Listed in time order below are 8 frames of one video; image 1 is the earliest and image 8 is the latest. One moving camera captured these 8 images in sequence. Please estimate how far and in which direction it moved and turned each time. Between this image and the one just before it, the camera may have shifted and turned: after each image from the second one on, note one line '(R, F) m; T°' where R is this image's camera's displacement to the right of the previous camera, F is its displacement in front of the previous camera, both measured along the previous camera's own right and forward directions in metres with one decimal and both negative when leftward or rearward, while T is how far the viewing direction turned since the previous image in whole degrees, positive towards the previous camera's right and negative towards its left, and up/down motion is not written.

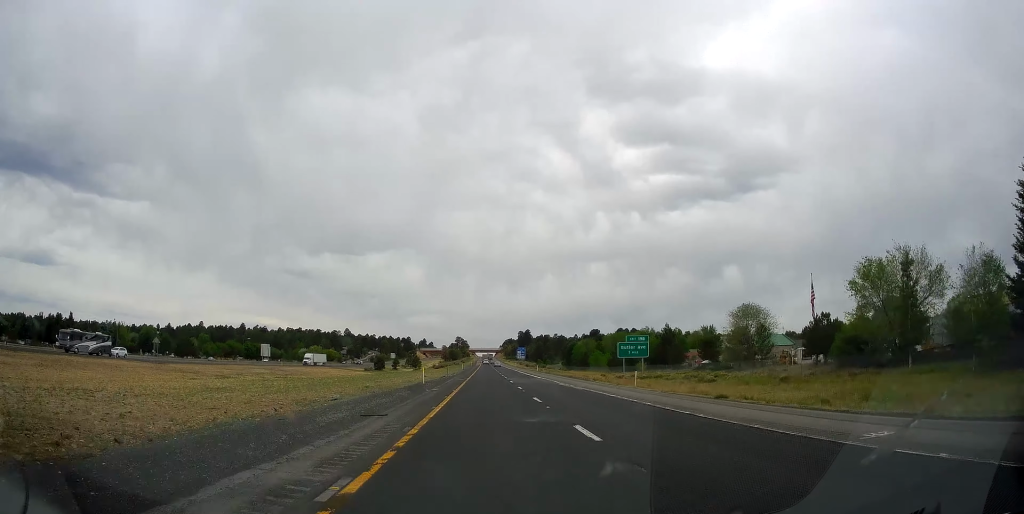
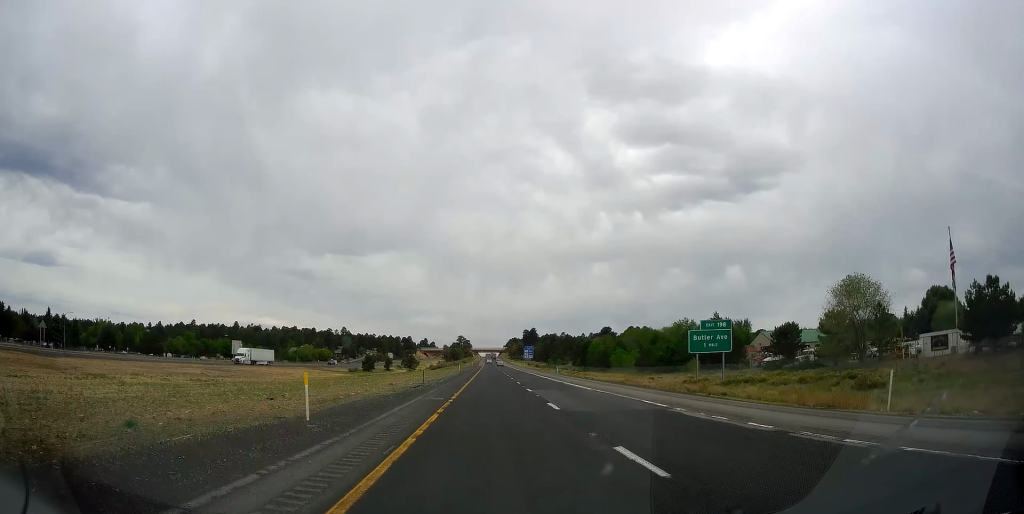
(+0.1, +24.8) m; 0°
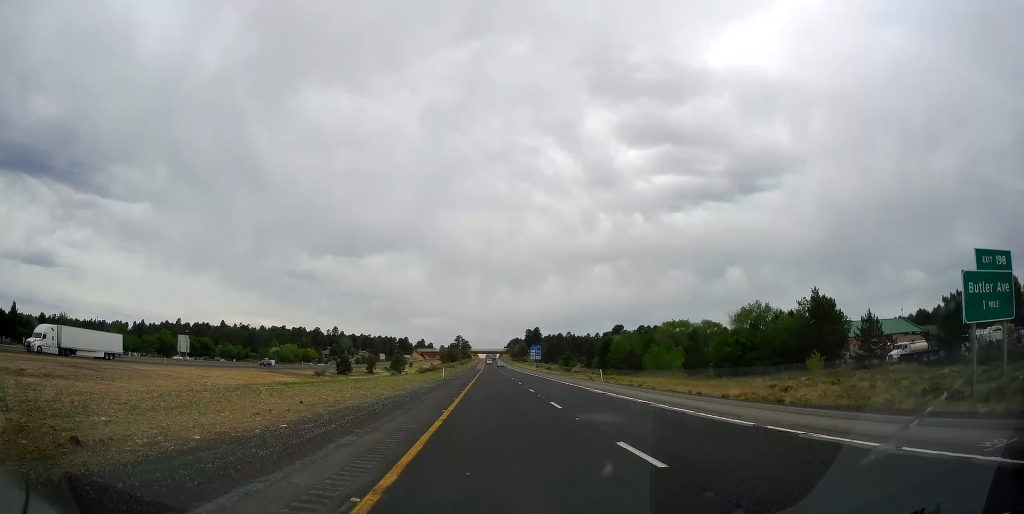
(-0.1, +32.7) m; -1°
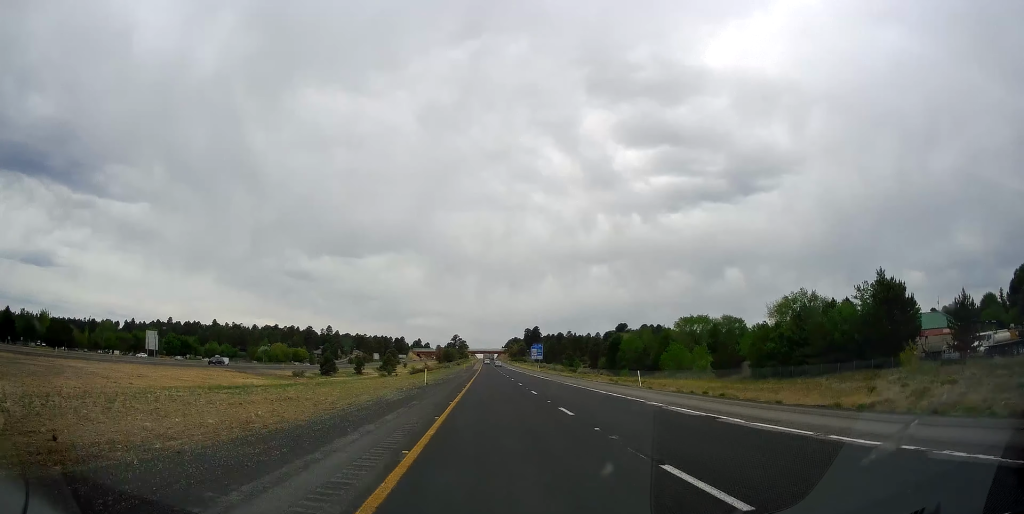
(-0.1, +14.5) m; 0°
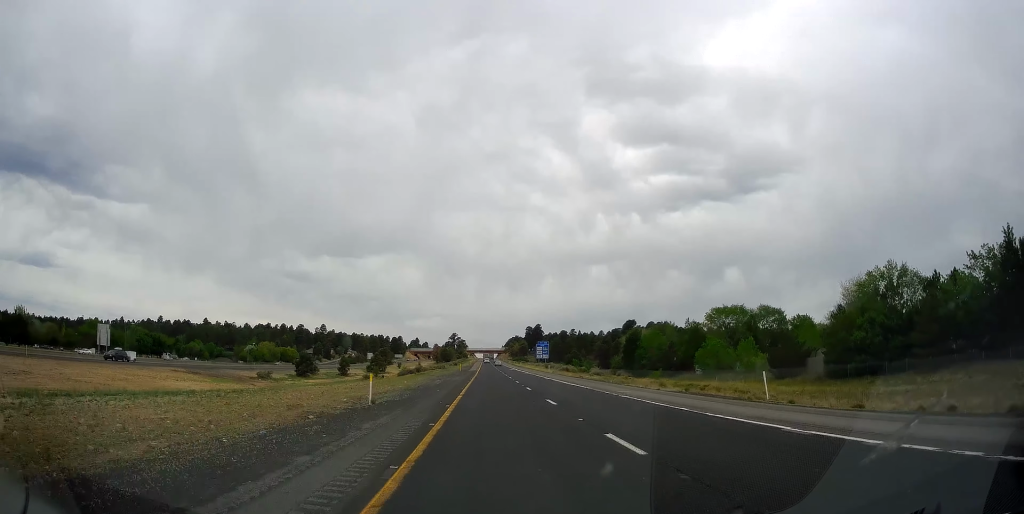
(0.0, +19.4) m; 0°
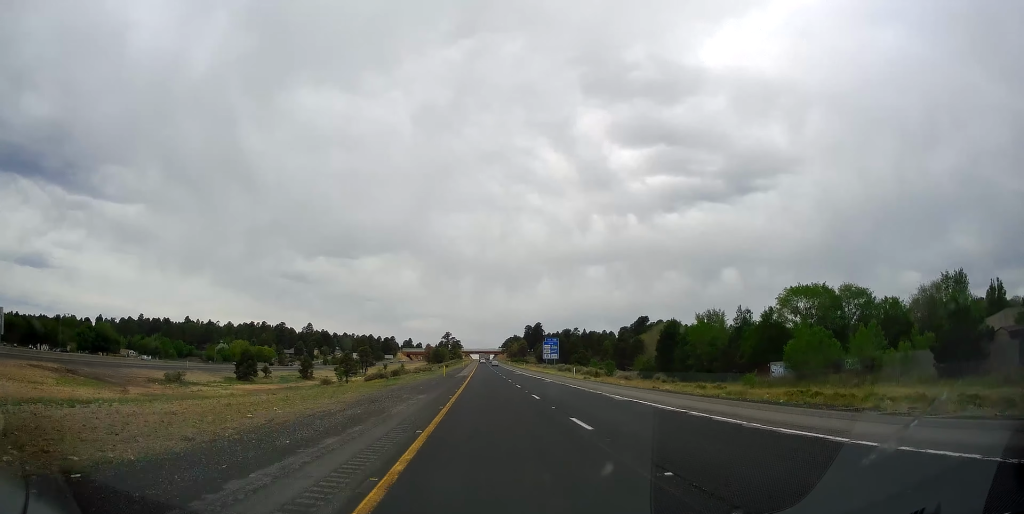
(+0.3, +31.5) m; 0°
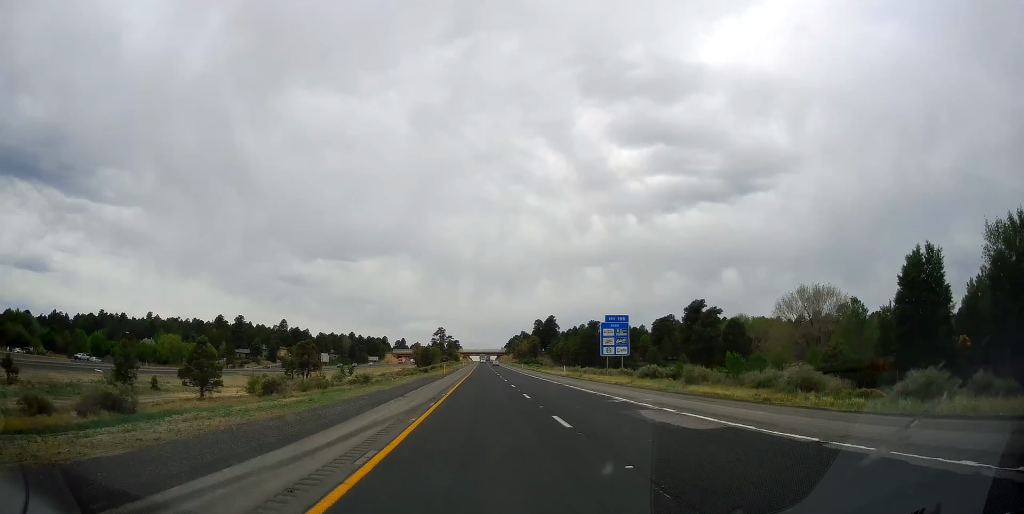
(+0.3, +71.6) m; 0°
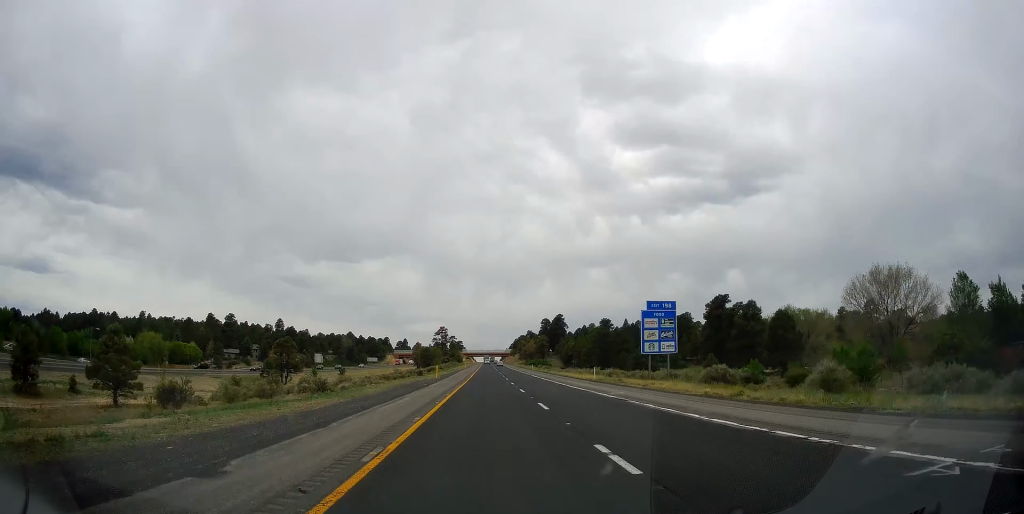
(0.0, +18.0) m; 0°
